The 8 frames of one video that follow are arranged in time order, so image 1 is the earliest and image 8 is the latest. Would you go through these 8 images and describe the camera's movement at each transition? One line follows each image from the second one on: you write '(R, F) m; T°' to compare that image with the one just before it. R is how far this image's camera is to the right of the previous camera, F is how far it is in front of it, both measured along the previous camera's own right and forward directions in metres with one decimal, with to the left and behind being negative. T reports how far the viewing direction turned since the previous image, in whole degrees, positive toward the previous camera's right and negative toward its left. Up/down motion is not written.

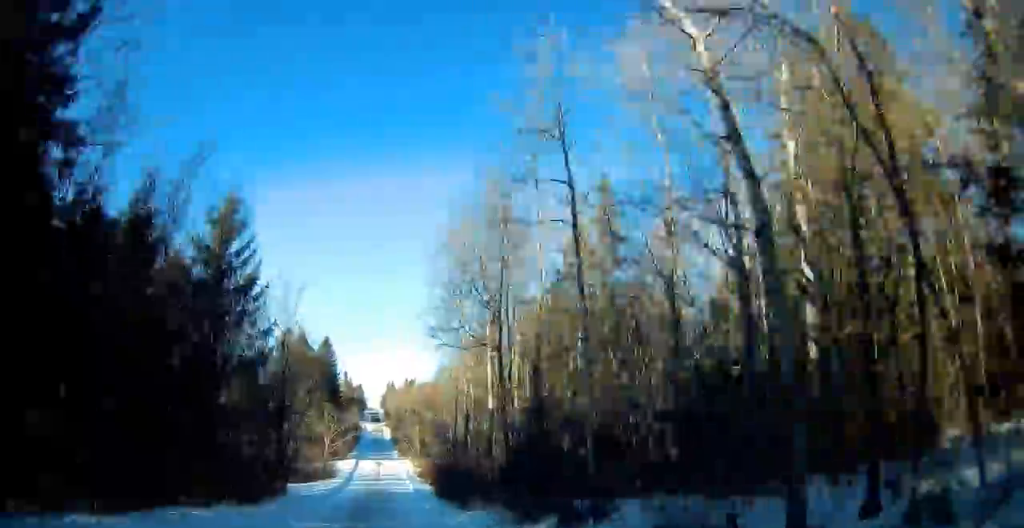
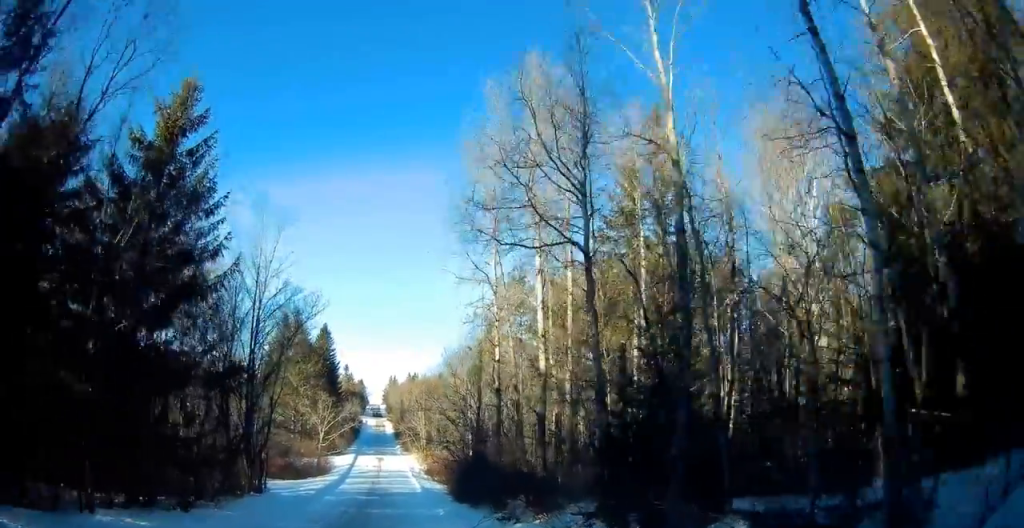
(0.0, +9.2) m; -1°
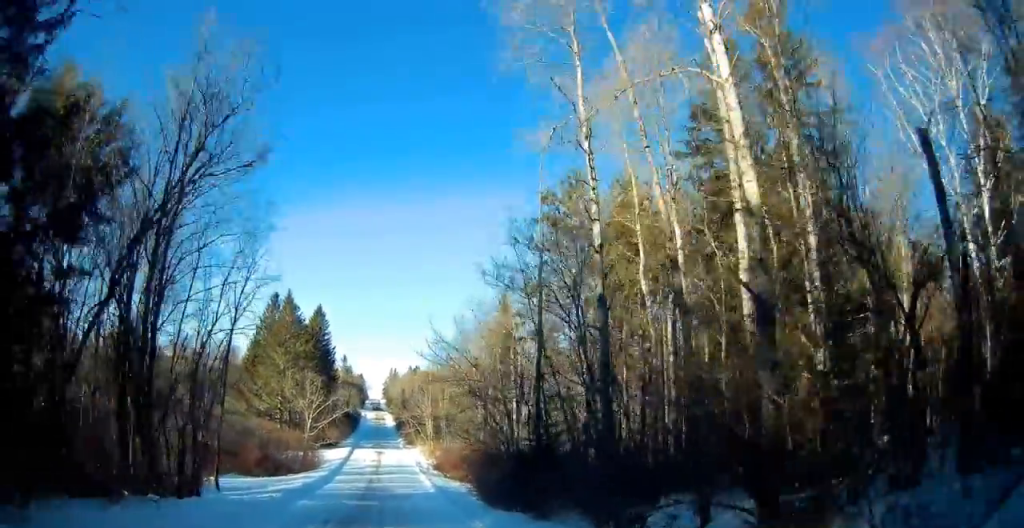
(-0.2, +12.7) m; -1°
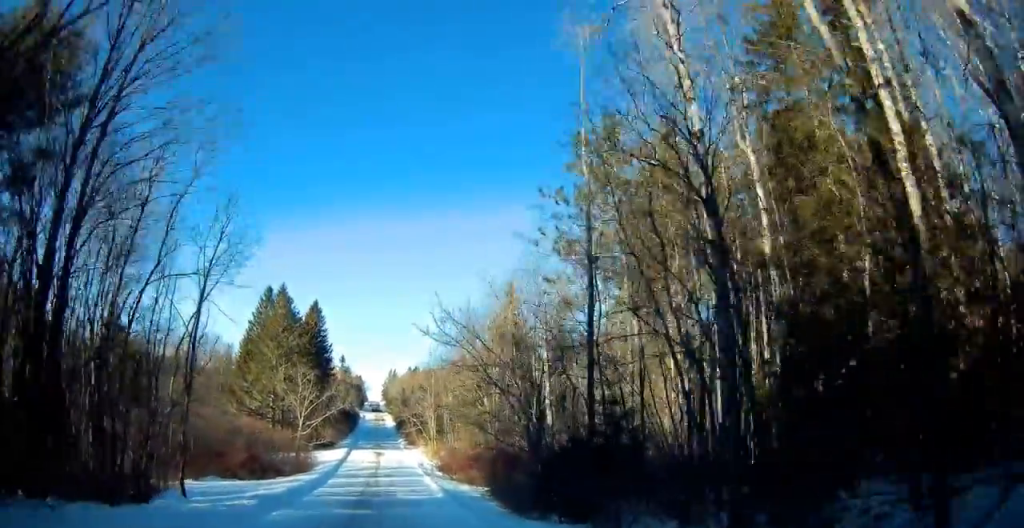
(0.0, +5.4) m; 0°
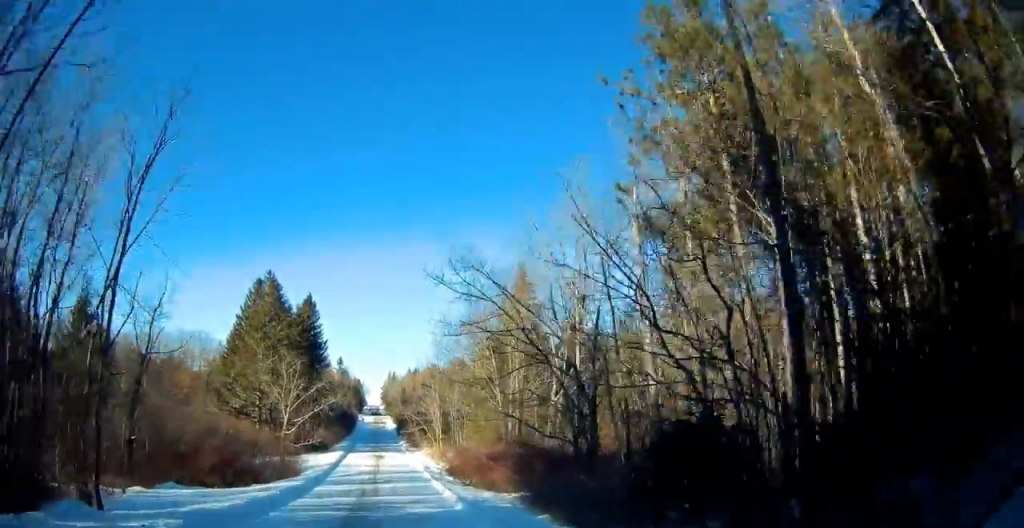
(0.0, +8.0) m; 0°
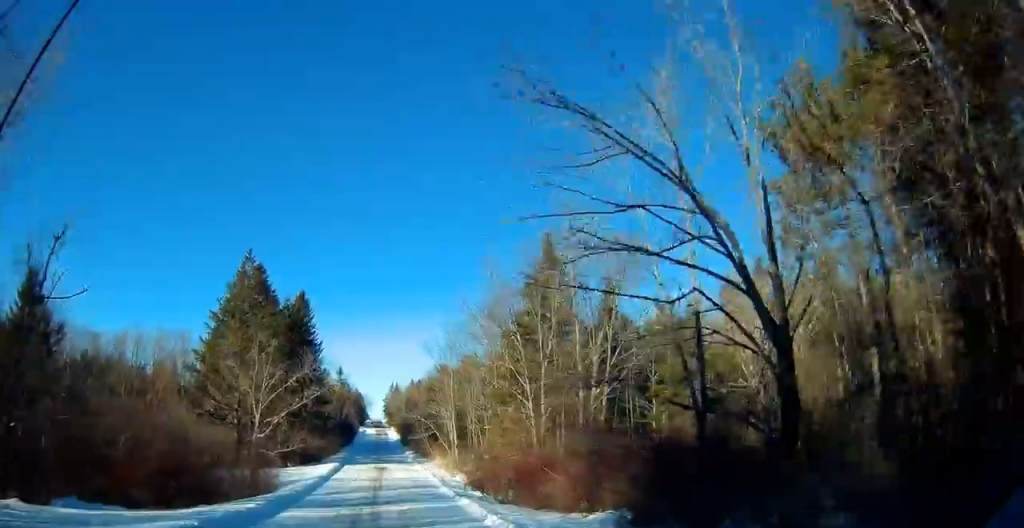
(+0.1, +12.5) m; +1°
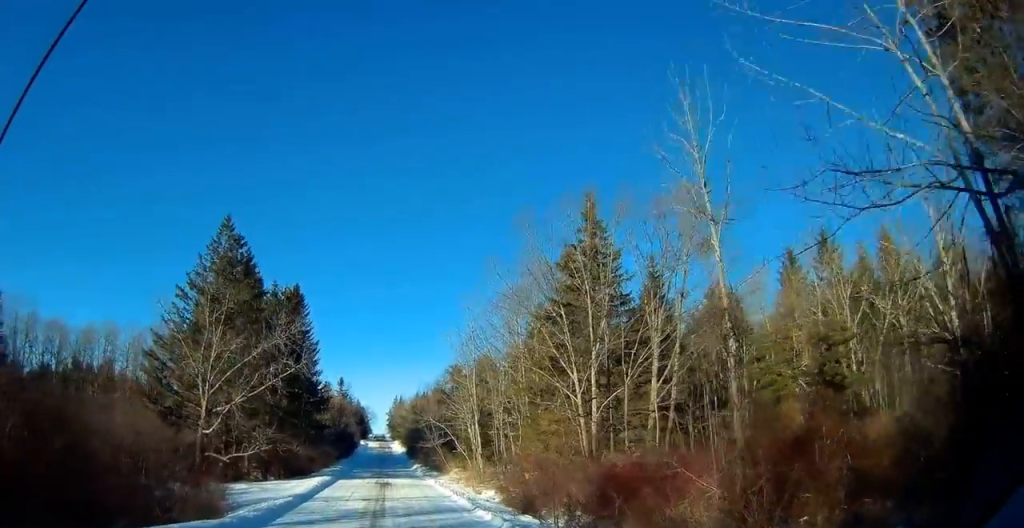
(+0.1, +12.2) m; 0°
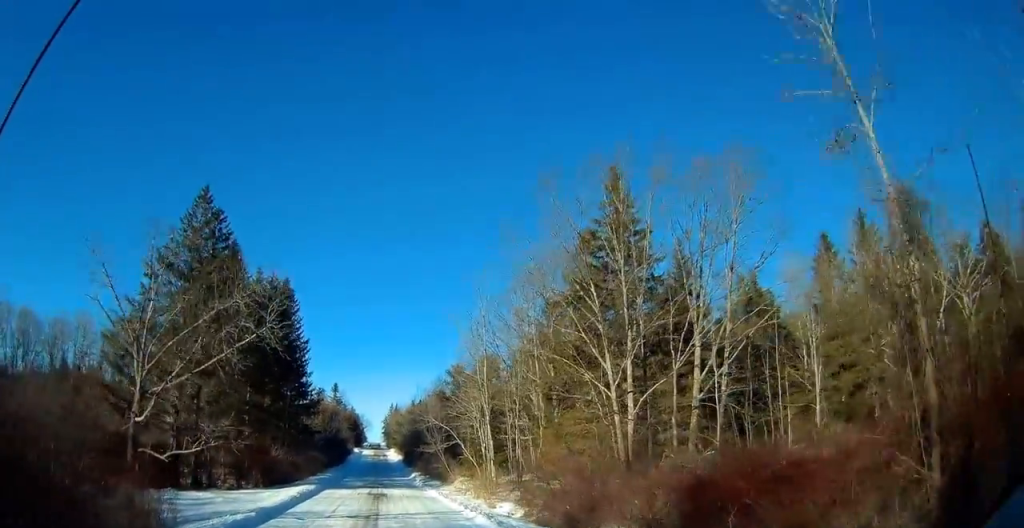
(0.0, +6.8) m; 0°
